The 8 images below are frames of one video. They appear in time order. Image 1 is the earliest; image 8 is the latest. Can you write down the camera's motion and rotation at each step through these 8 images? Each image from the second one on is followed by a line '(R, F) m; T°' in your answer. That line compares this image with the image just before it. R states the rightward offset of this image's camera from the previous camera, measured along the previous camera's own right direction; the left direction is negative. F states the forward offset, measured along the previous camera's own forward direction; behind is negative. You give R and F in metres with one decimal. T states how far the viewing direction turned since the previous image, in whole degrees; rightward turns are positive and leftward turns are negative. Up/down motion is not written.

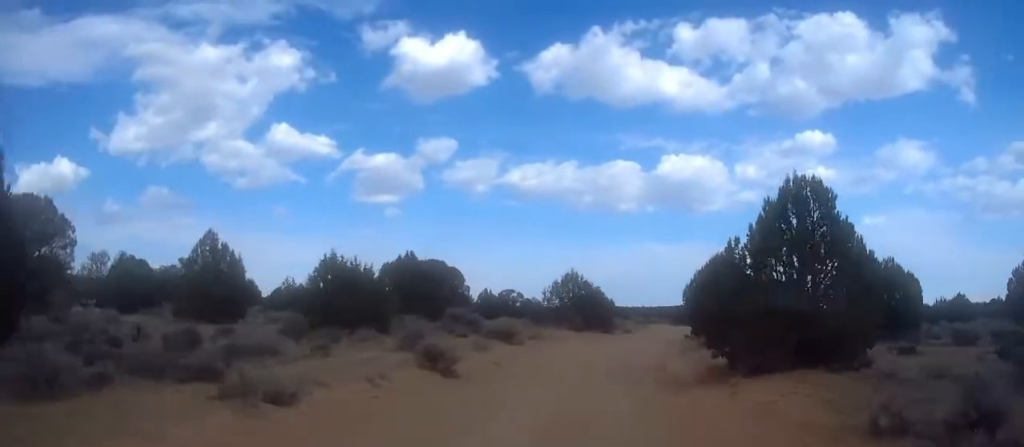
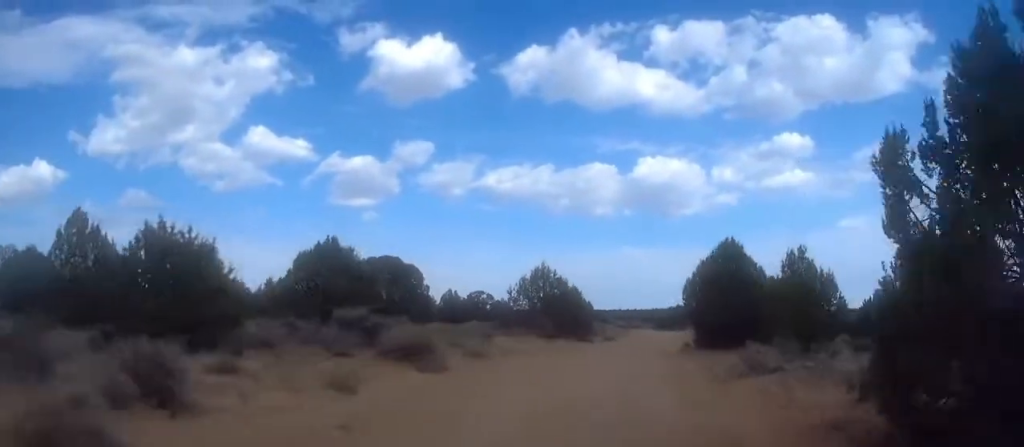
(+0.4, +10.5) m; +4°
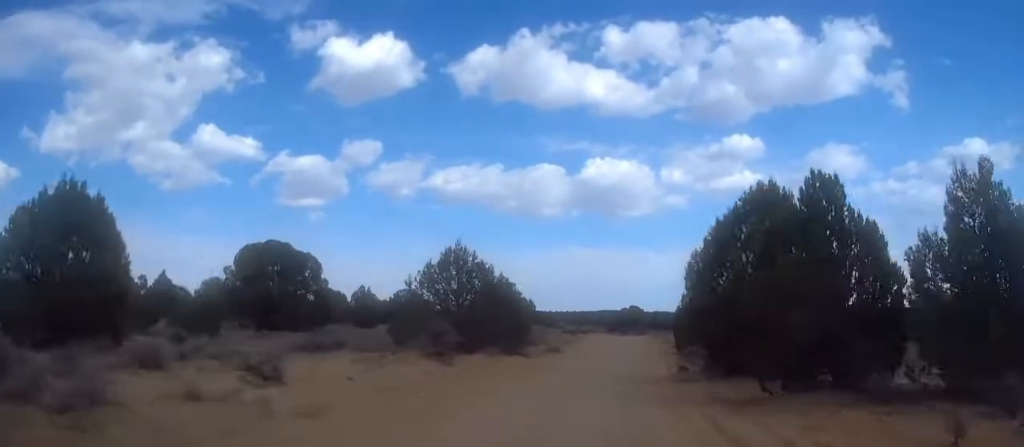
(+1.0, +17.4) m; +6°
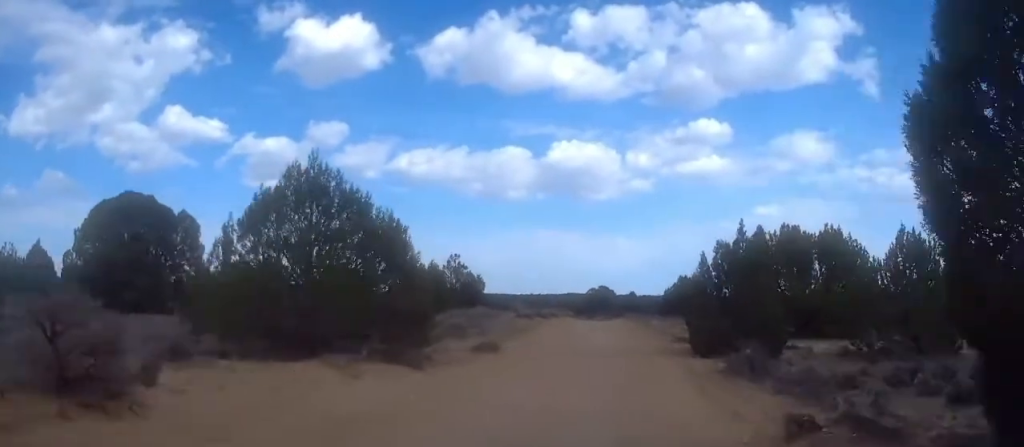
(+0.8, +17.1) m; +3°
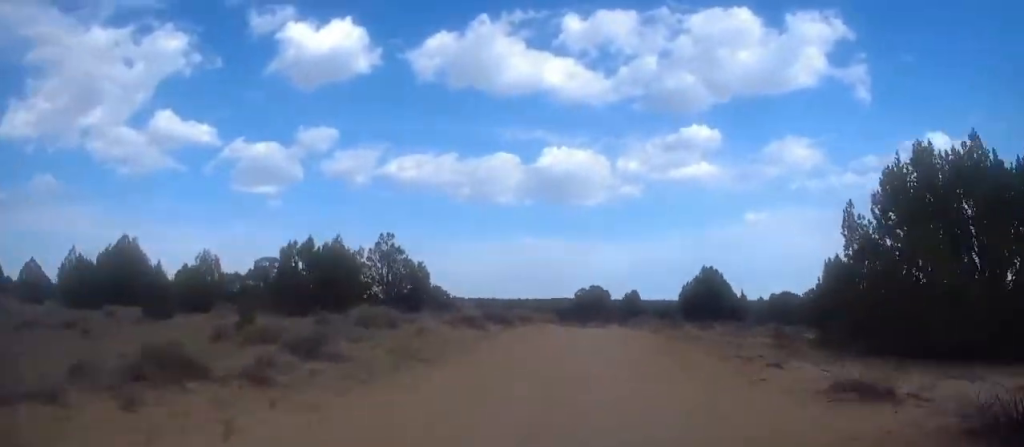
(+0.3, +21.4) m; +1°
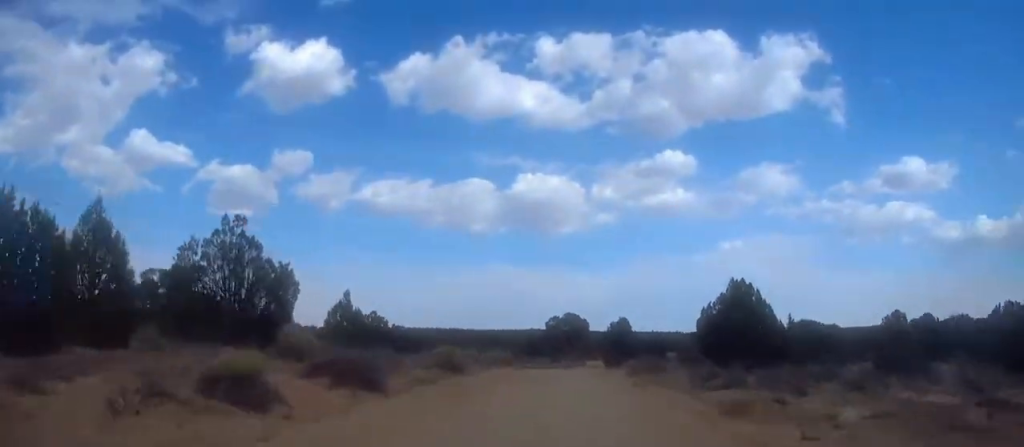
(+0.1, +19.9) m; +1°
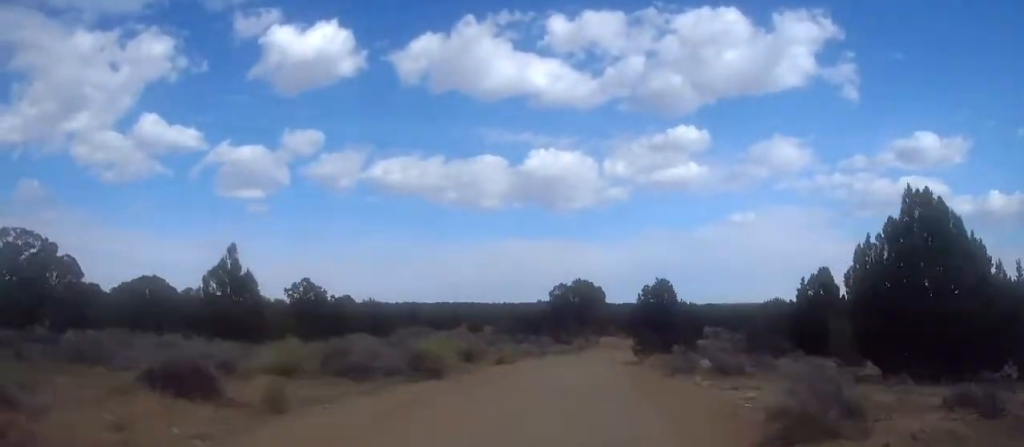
(+0.4, +22.3) m; +1°
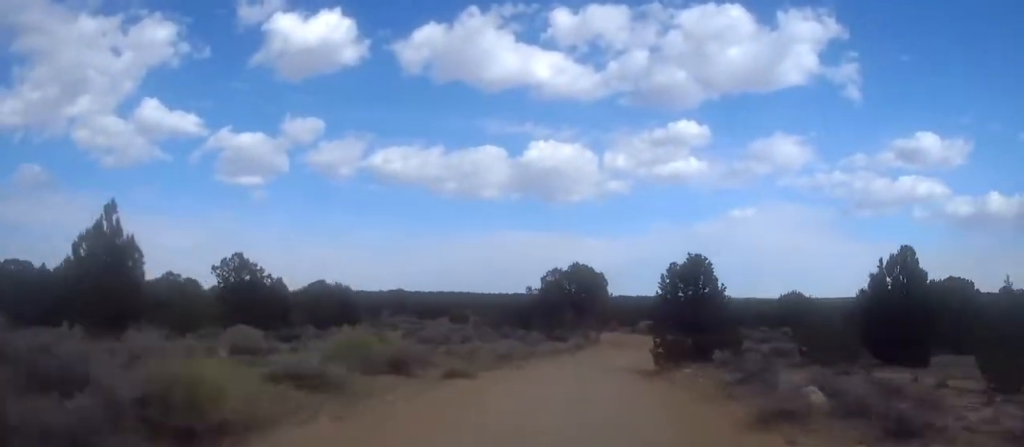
(0.0, +11.3) m; 0°
